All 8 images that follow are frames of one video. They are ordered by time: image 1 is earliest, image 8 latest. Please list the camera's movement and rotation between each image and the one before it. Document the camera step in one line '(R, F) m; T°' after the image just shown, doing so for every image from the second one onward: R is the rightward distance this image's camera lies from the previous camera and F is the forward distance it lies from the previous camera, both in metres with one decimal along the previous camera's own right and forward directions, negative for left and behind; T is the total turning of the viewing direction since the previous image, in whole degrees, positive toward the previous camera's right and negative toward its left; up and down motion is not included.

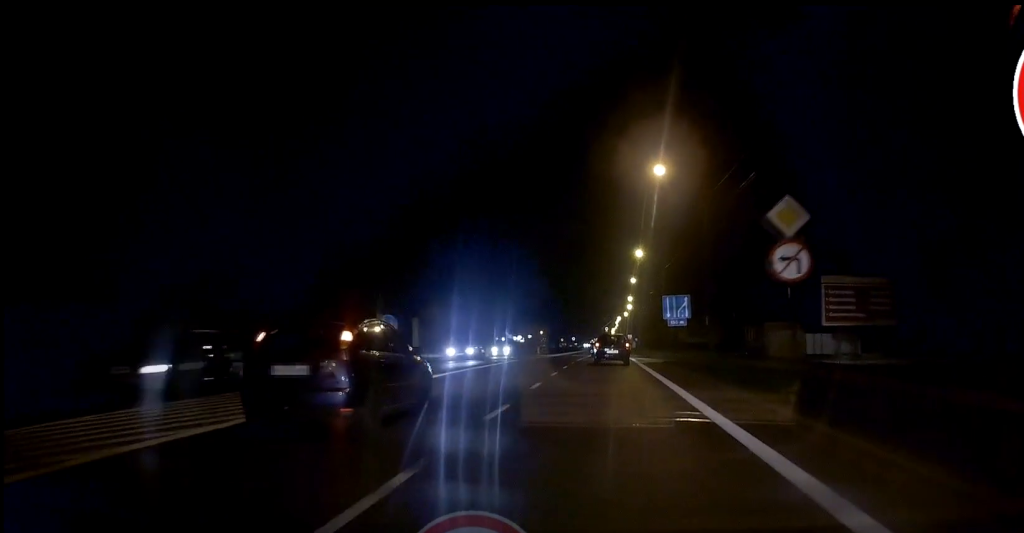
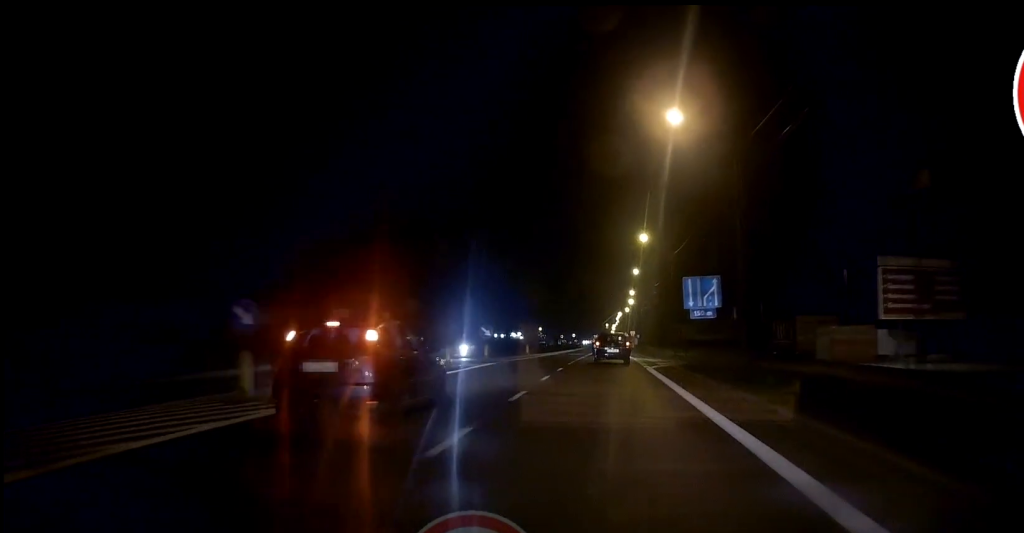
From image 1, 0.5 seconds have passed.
(+0.1, +9.4) m; 0°
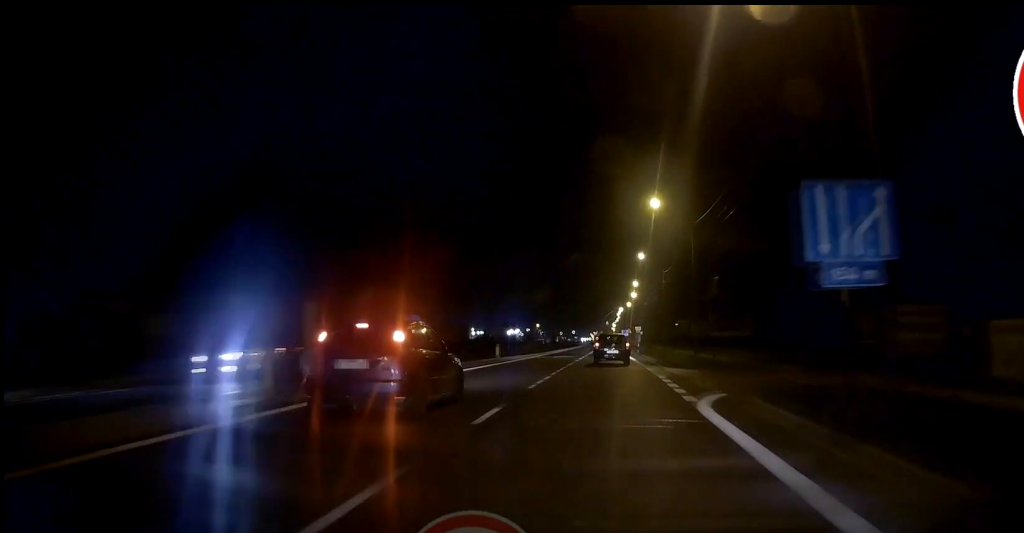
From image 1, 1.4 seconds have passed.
(-0.3, +16.3) m; -1°
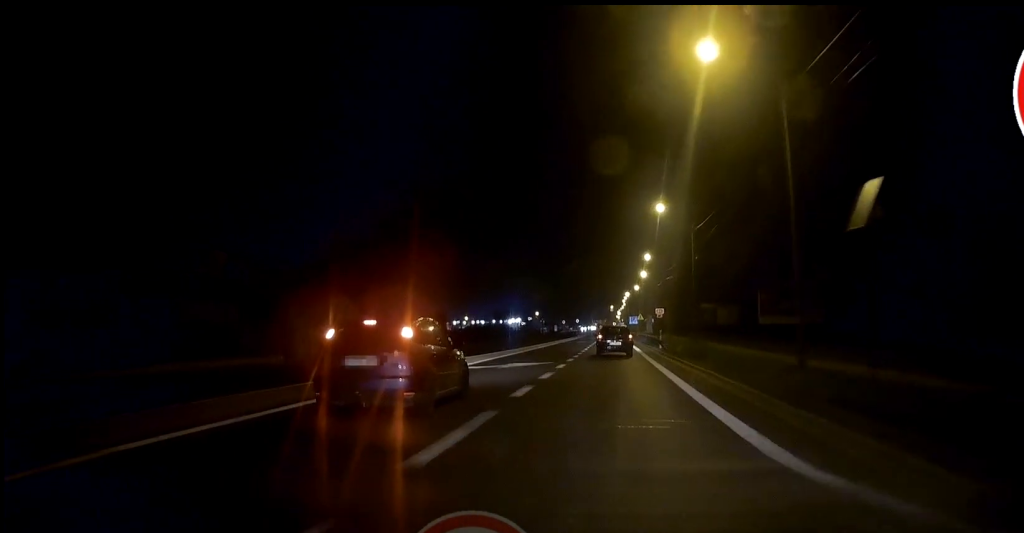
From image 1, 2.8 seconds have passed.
(-0.1, +26.2) m; 0°
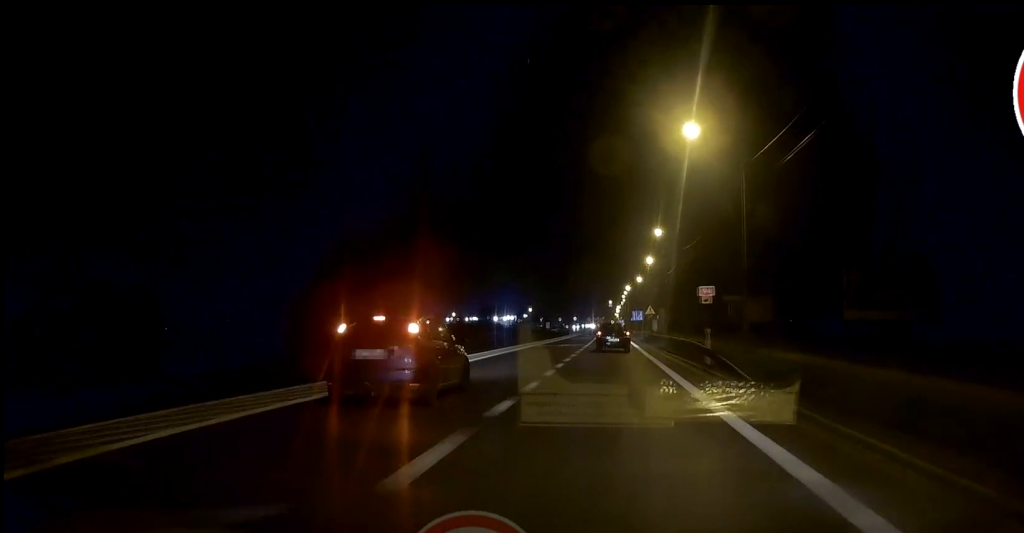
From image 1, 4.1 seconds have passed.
(-0.1, +25.3) m; 0°
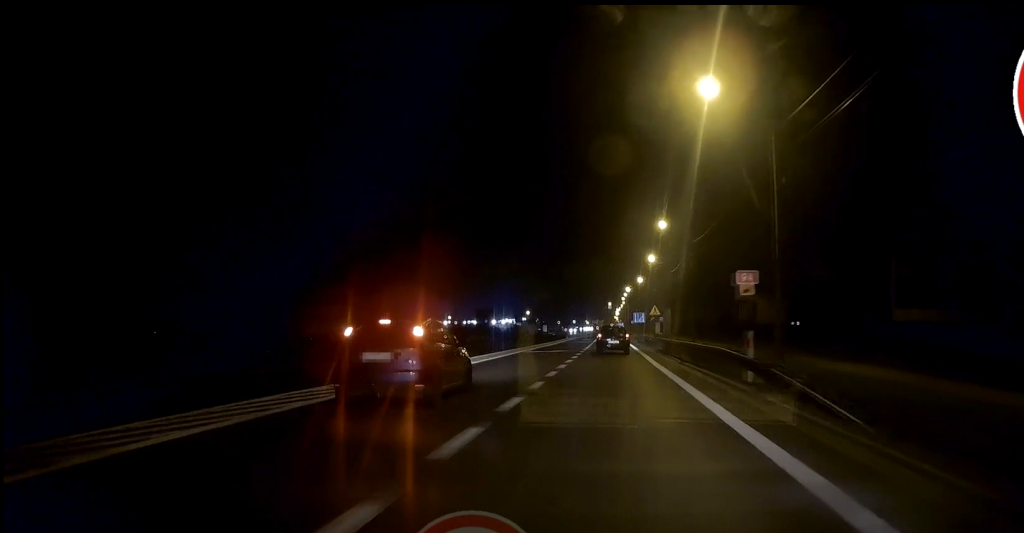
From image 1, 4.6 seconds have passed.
(0.0, +7.7) m; 0°
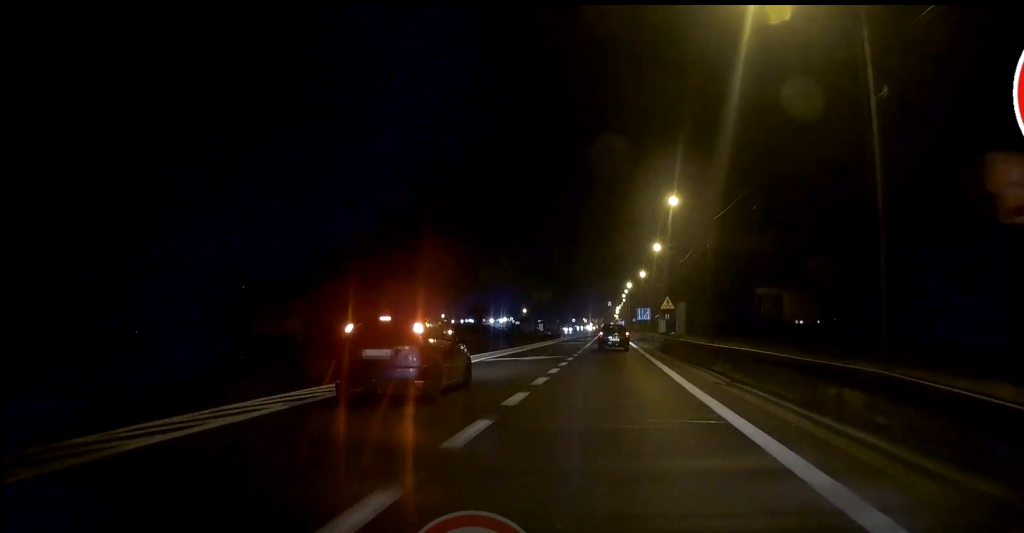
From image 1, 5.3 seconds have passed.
(-0.1, +12.3) m; +1°
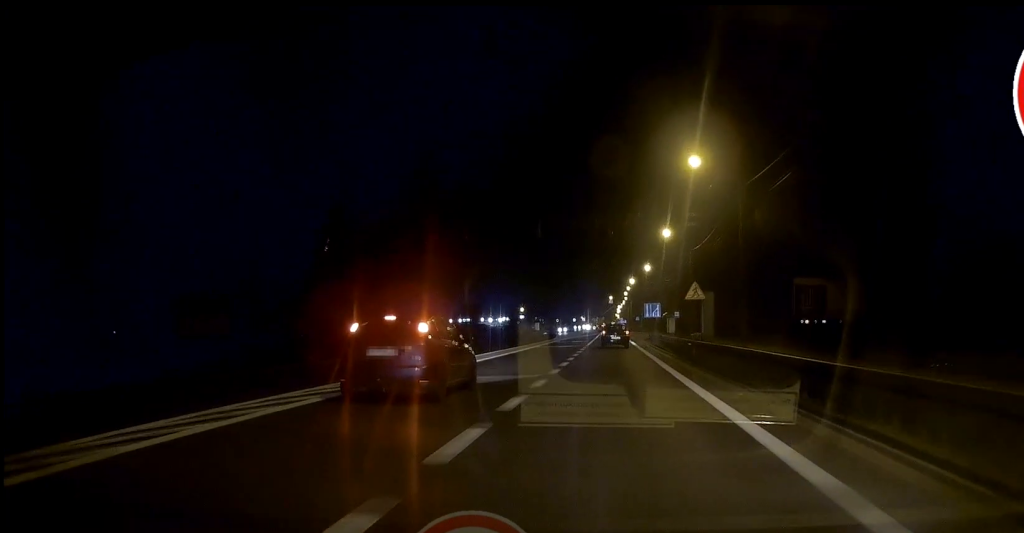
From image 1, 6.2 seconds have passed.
(+0.3, +13.9) m; 0°
